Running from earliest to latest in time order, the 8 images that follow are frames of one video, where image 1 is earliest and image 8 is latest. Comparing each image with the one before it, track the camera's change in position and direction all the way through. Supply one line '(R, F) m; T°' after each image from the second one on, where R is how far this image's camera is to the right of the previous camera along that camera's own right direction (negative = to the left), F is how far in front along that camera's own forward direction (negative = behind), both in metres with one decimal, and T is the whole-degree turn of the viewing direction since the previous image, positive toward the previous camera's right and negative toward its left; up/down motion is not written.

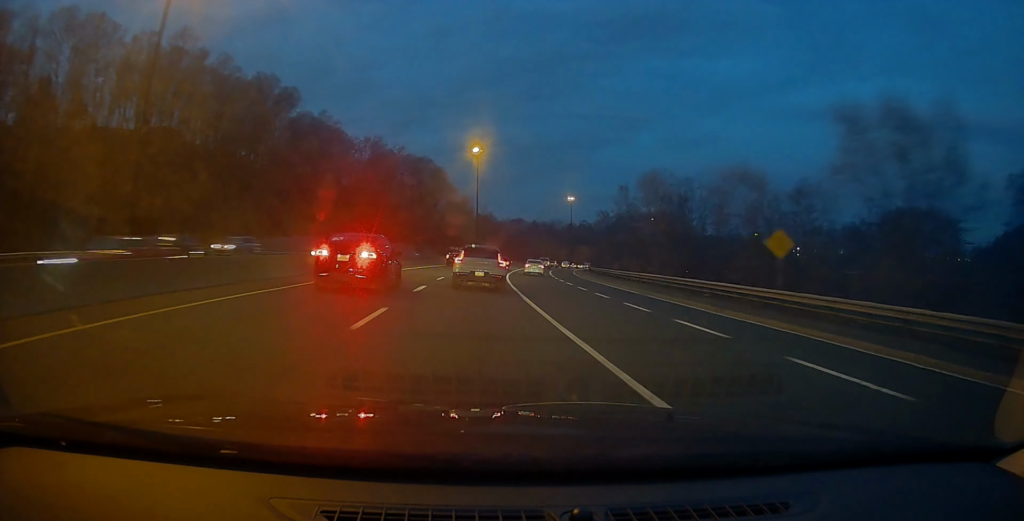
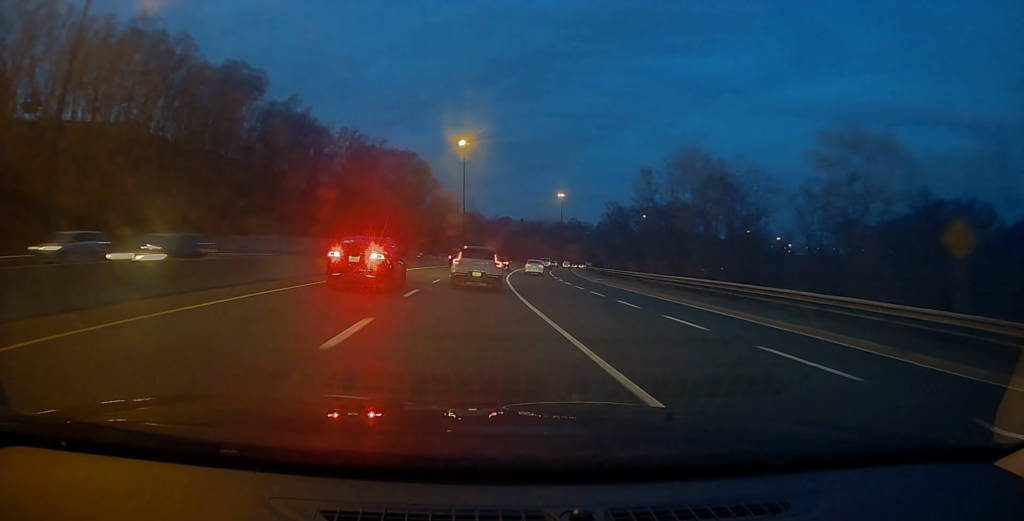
(+0.1, +10.7) m; +1°
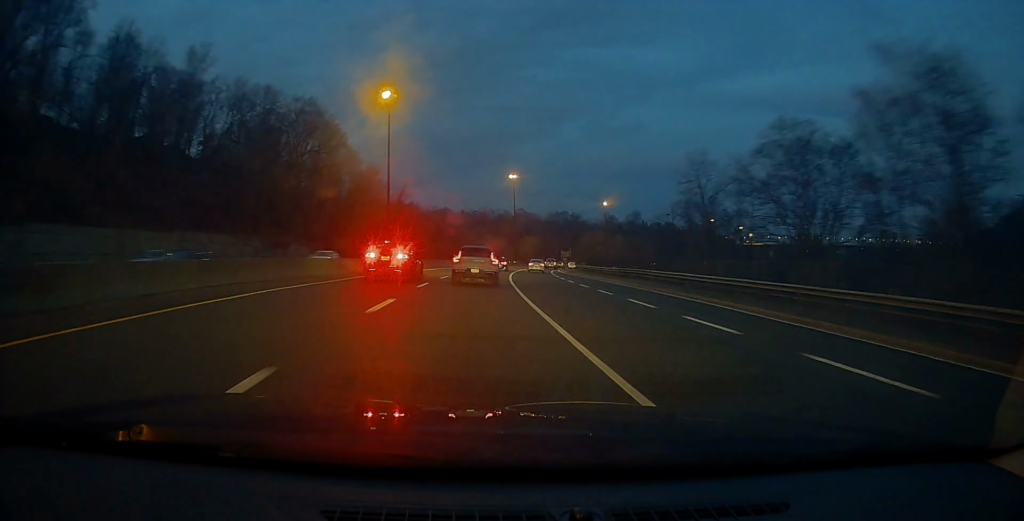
(+3.0, +48.8) m; +8°
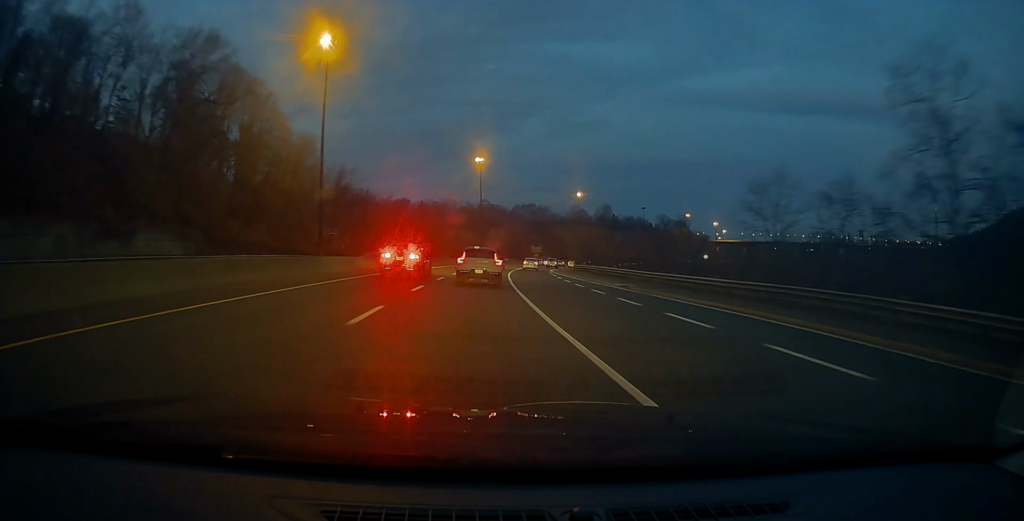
(+1.0, +28.3) m; +4°
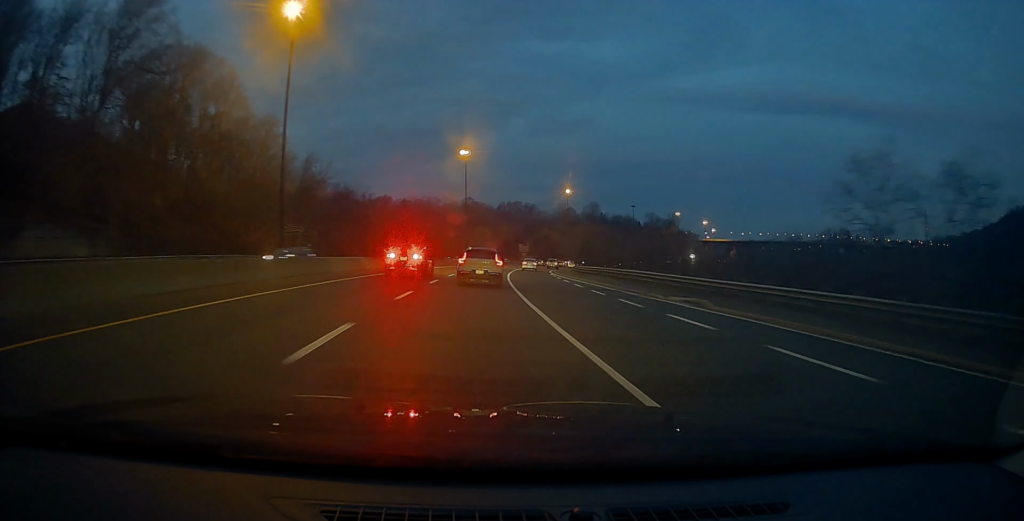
(+0.2, +12.1) m; +2°
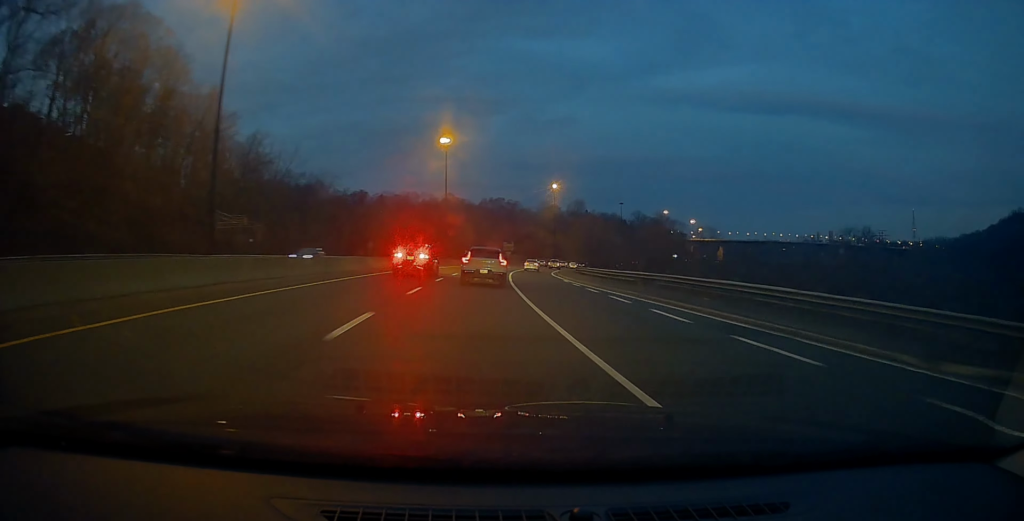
(0.0, +16.3) m; +2°
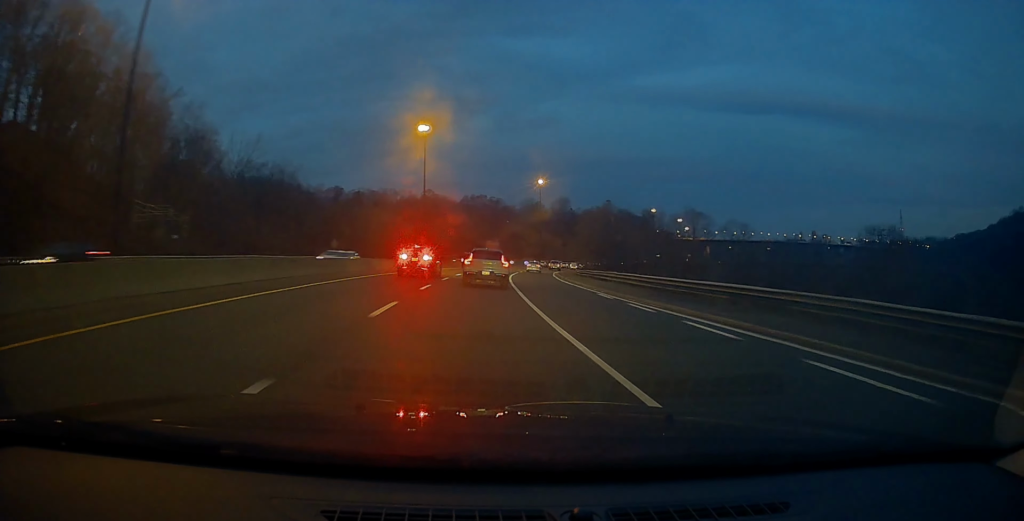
(+0.6, +14.8) m; +2°
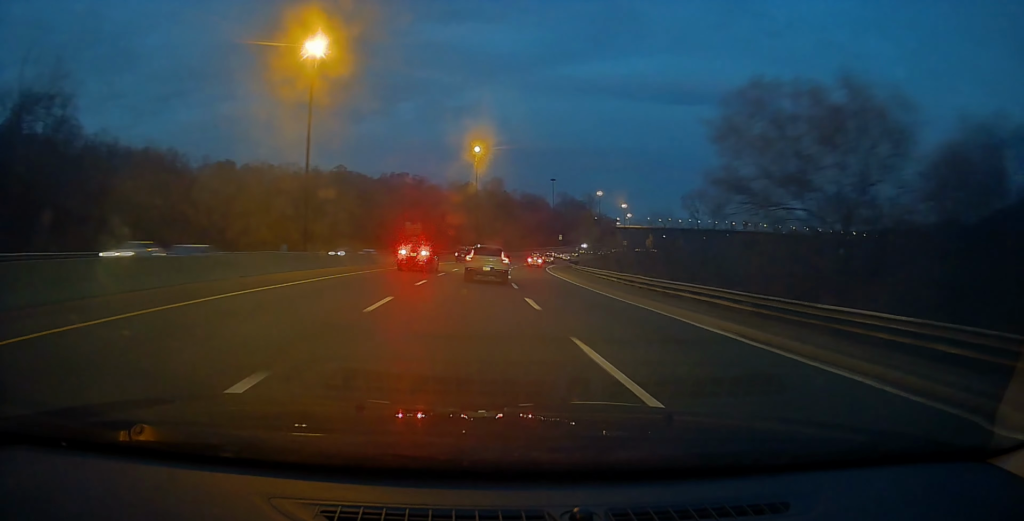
(+3.6, +53.3) m; +8°
